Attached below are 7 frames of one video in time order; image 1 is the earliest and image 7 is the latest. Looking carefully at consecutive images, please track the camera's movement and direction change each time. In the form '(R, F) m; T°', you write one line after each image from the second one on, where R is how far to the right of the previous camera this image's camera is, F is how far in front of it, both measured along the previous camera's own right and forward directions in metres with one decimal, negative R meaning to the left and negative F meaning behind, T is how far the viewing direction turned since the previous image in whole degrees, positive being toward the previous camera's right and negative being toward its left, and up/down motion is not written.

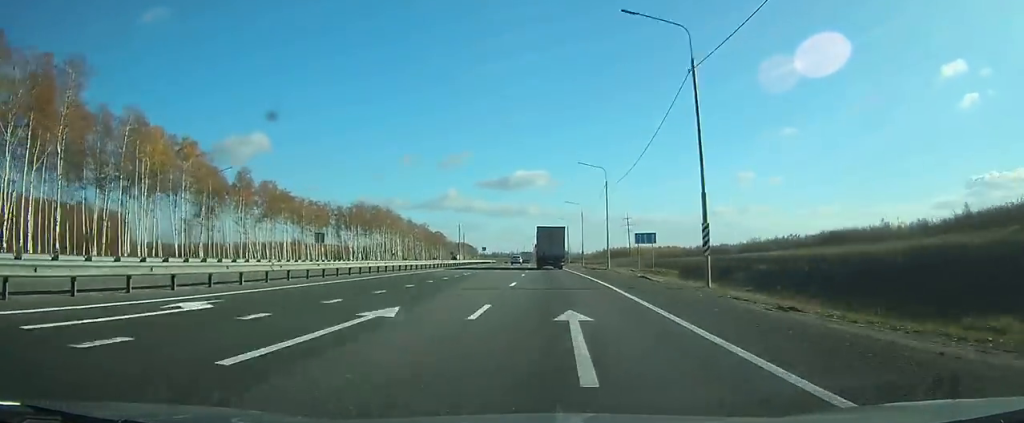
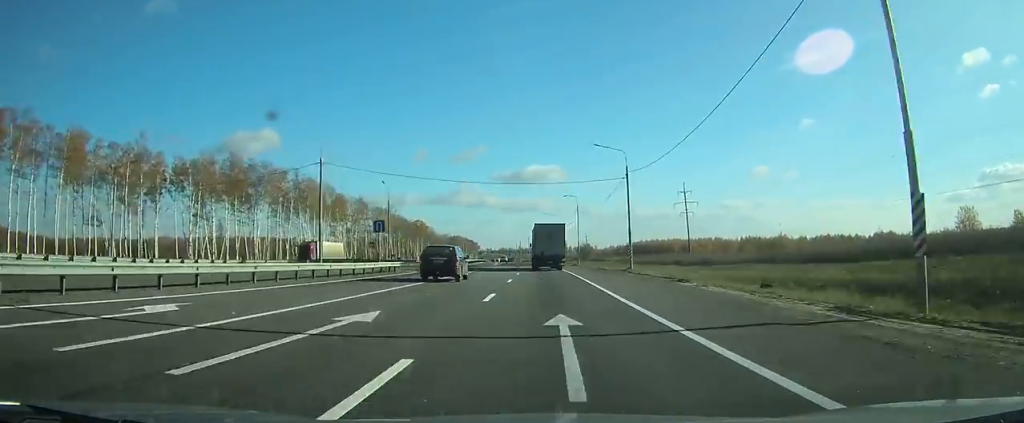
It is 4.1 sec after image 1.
(-0.4, +90.8) m; 0°
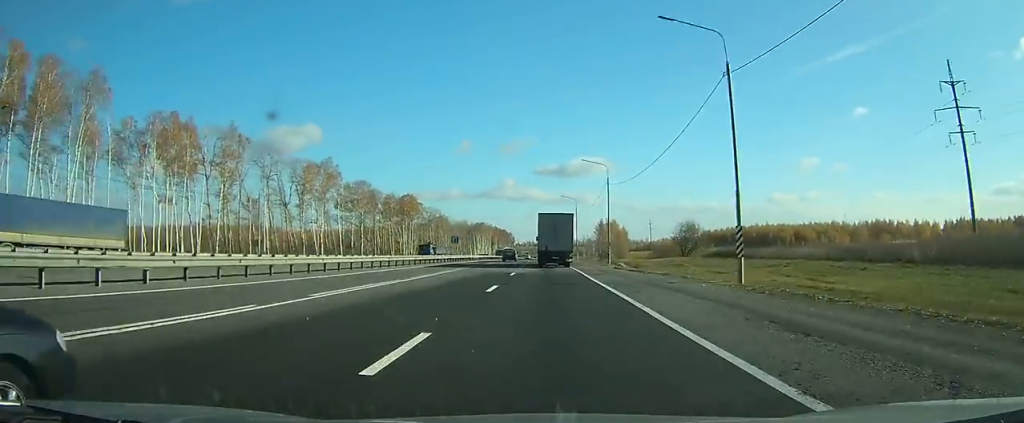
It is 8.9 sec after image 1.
(-3.4, +109.3) m; -4°
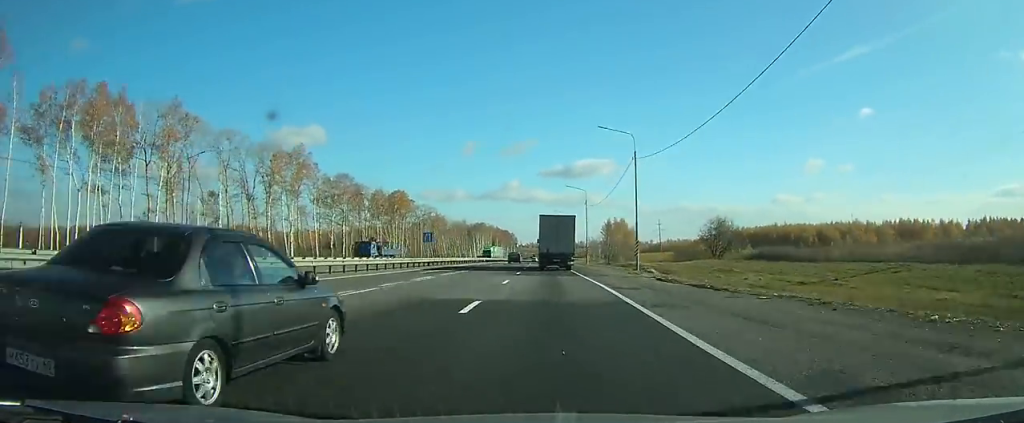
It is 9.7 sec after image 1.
(-0.2, +17.8) m; 0°
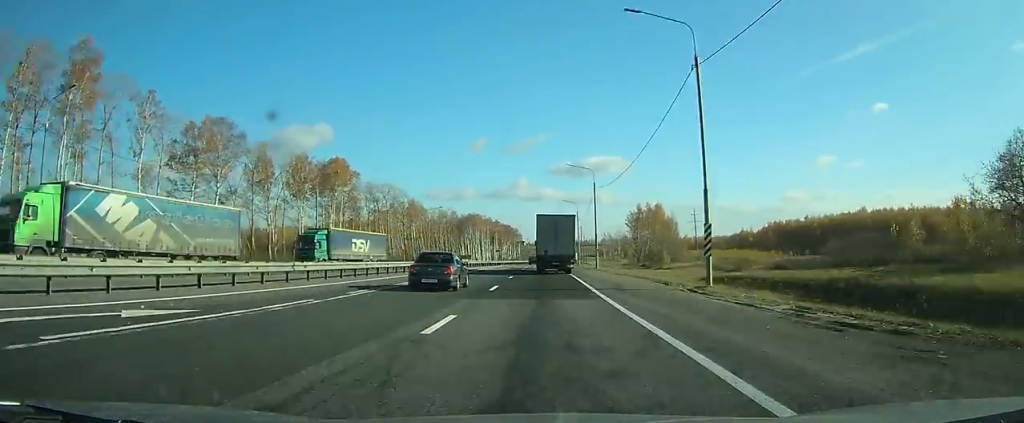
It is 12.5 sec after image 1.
(-0.4, +60.0) m; -1°
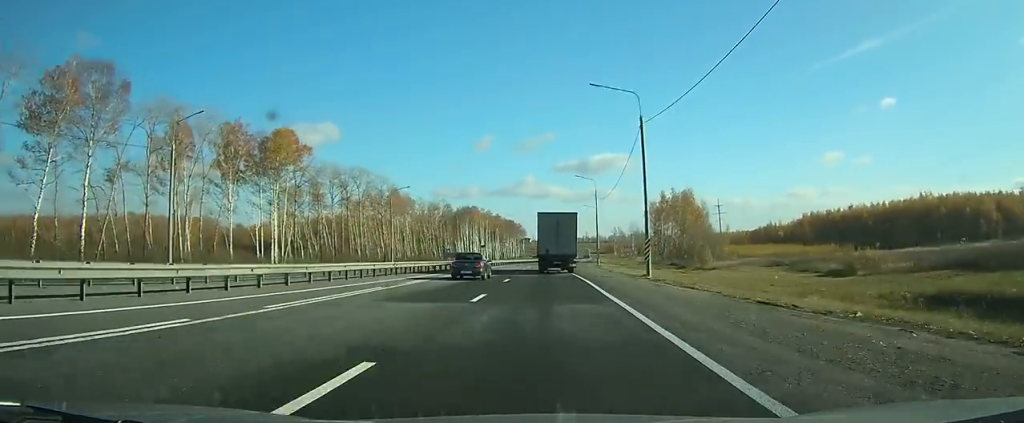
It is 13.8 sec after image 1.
(-0.1, +28.1) m; 0°
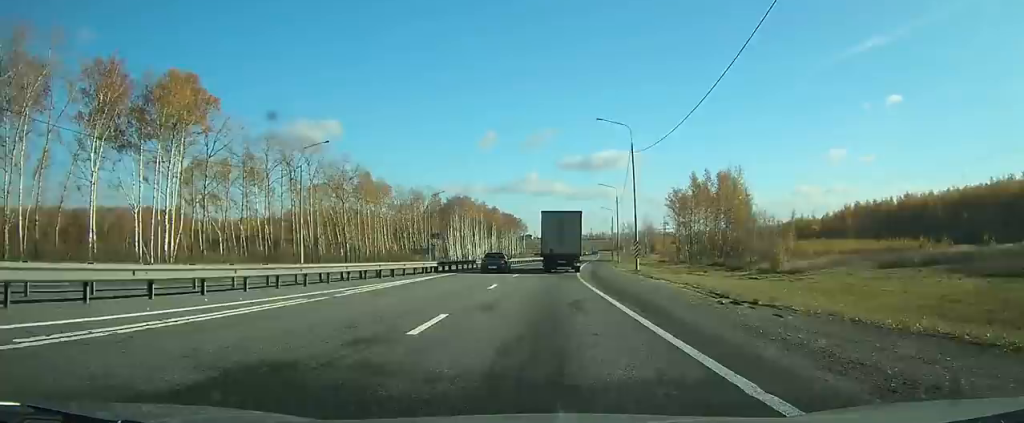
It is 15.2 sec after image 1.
(0.0, +31.2) m; 0°
